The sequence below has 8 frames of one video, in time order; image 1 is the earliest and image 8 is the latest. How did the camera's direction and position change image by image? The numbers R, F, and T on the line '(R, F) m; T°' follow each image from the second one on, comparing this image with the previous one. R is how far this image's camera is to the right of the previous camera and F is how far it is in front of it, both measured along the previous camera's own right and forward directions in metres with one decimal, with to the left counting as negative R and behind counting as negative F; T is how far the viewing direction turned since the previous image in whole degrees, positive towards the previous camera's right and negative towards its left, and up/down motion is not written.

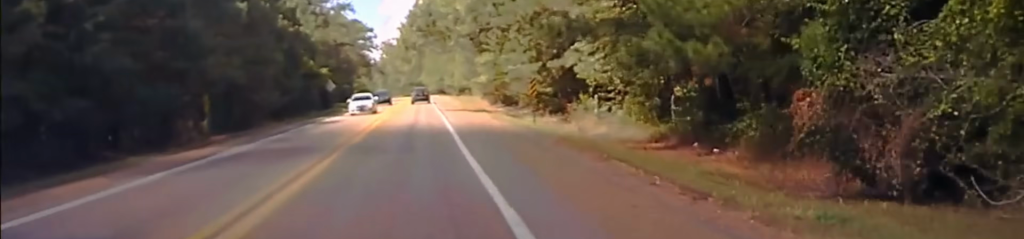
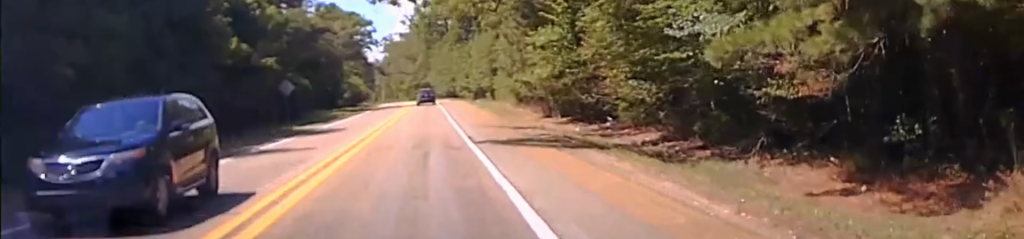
(+0.3, +35.6) m; +1°
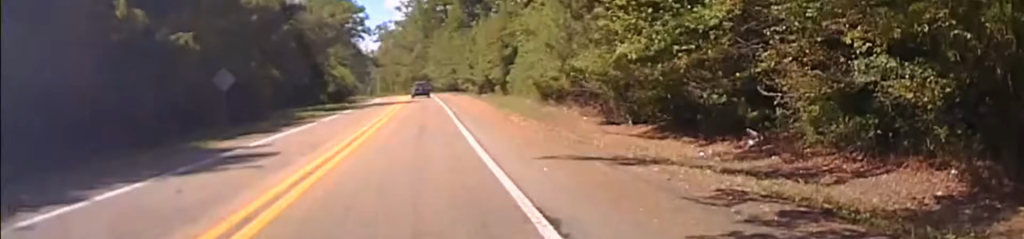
(-0.3, +19.2) m; 0°
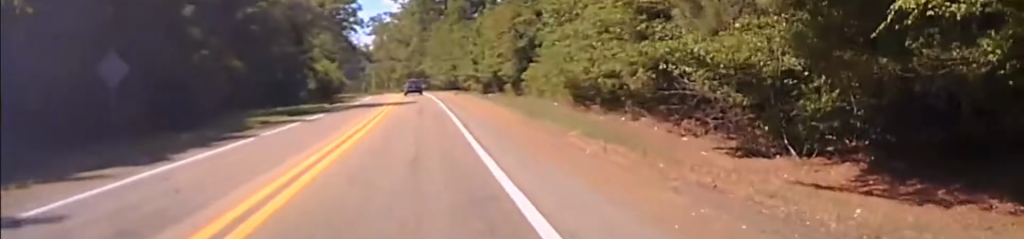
(+0.1, +15.8) m; +1°
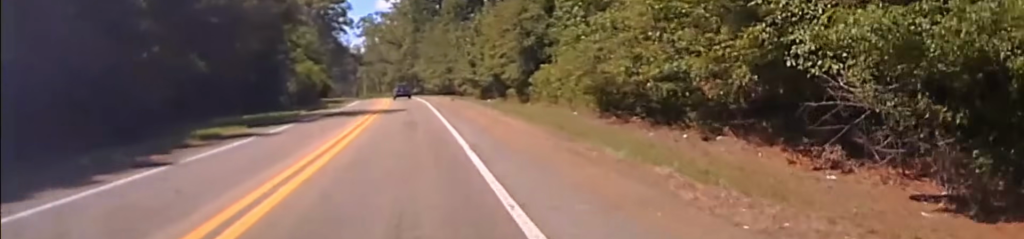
(+0.1, +9.7) m; 0°
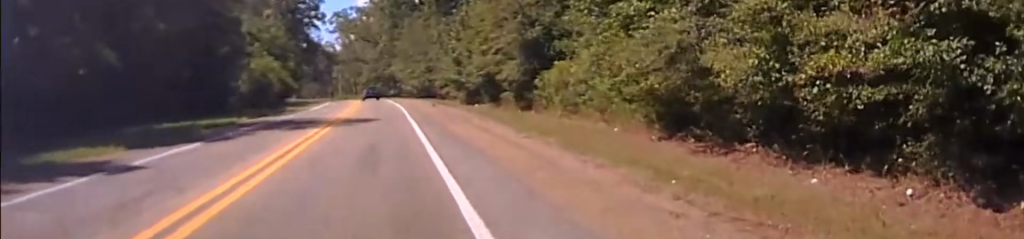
(0.0, +13.9) m; +1°
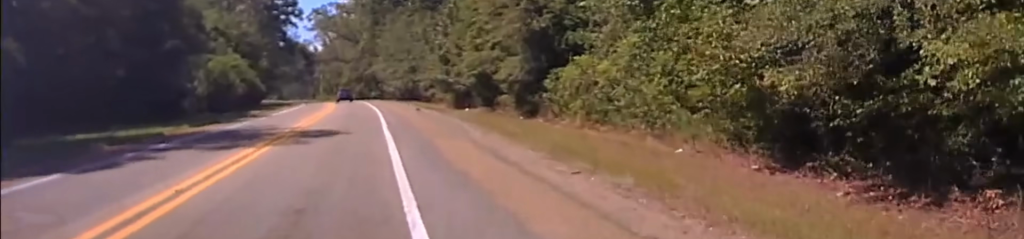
(+0.1, +9.7) m; 0°
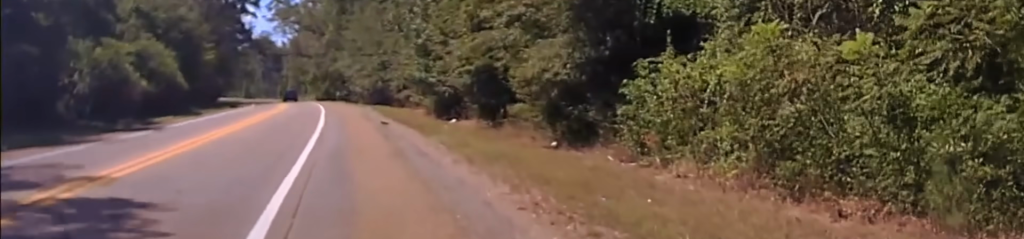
(0.0, +19.2) m; +3°
